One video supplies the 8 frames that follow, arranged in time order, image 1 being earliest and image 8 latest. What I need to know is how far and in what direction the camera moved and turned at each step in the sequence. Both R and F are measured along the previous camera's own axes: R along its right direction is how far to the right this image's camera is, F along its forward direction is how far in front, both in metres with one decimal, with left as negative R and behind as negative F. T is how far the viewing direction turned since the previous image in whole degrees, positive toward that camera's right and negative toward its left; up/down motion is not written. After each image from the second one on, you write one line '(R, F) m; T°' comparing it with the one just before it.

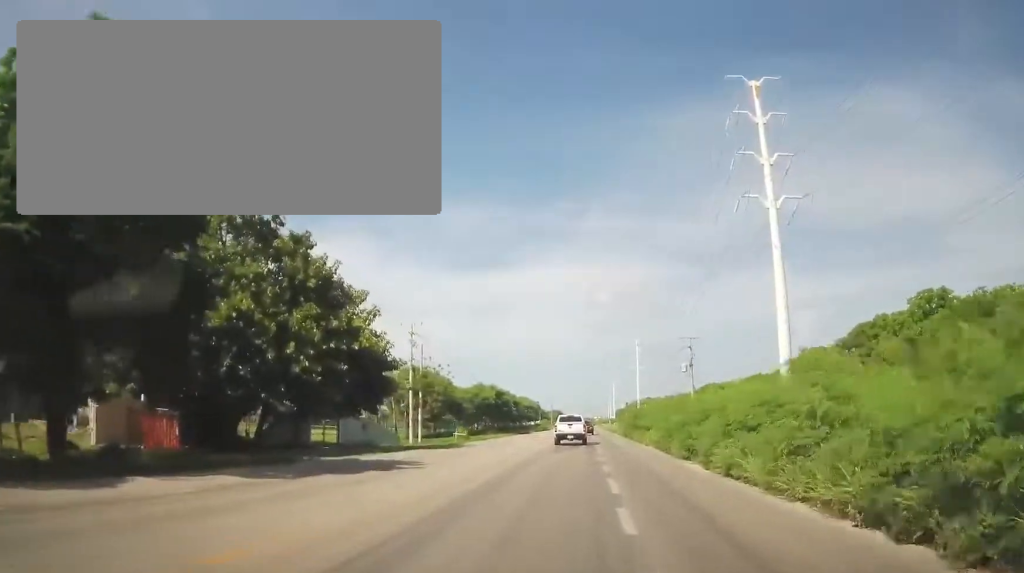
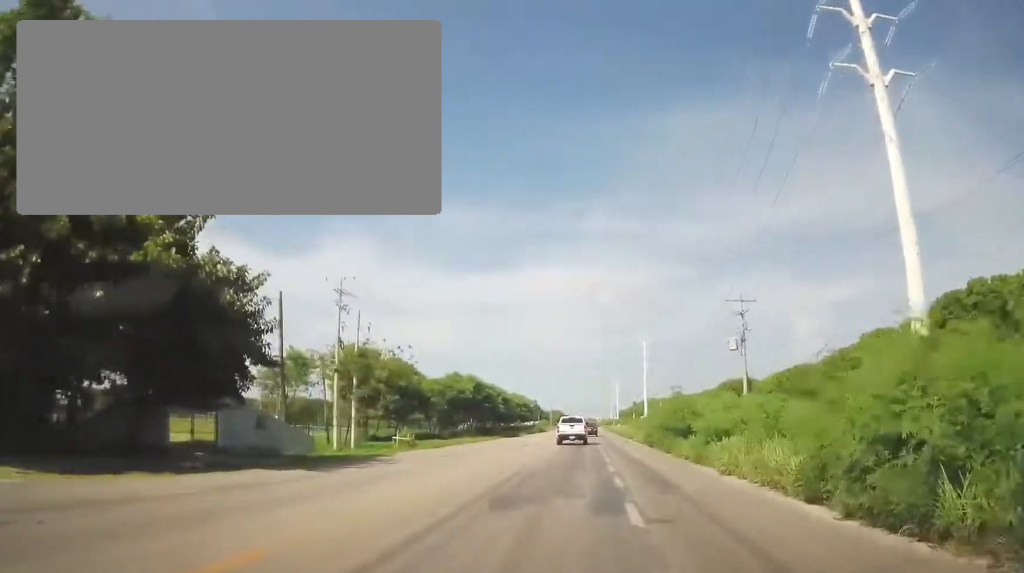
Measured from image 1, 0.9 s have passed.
(-0.2, +16.8) m; 0°
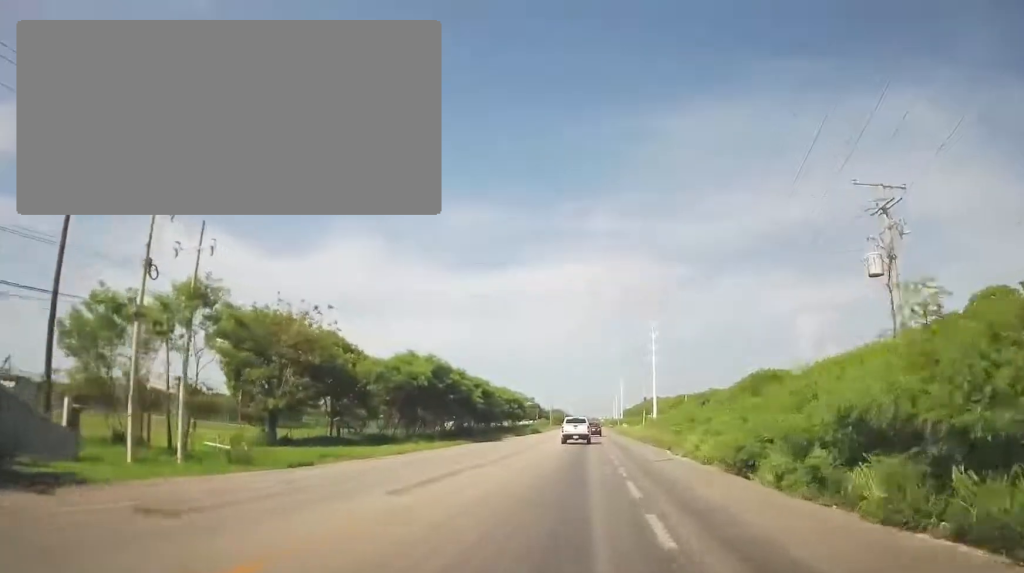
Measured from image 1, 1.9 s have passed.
(+0.1, +18.3) m; 0°
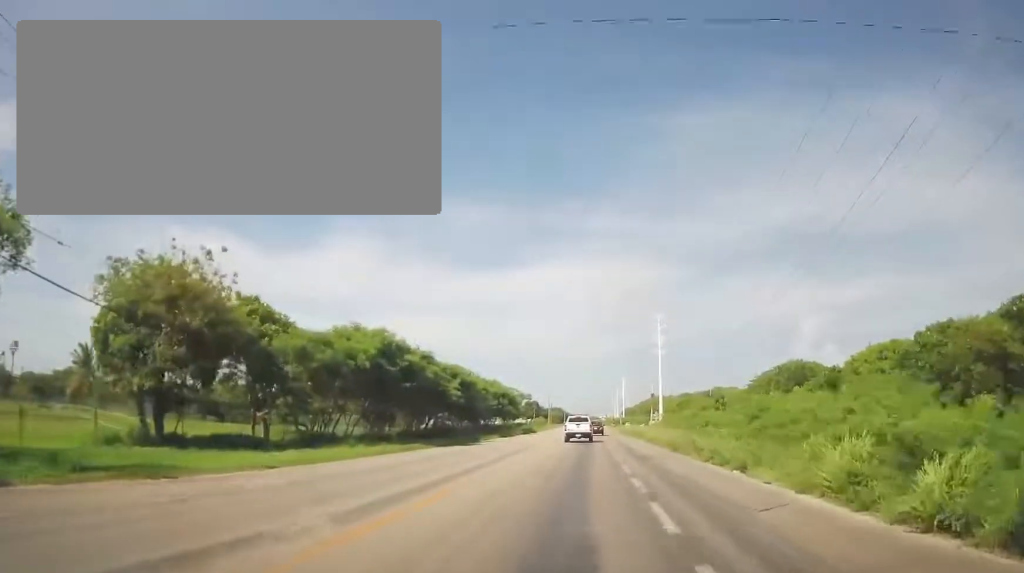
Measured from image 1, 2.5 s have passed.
(0.0, +12.1) m; 0°
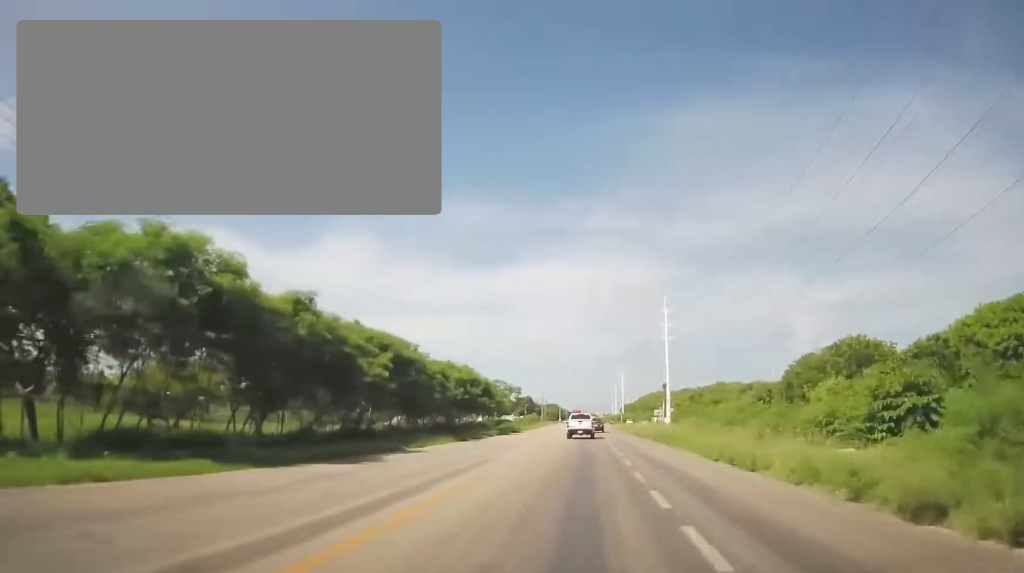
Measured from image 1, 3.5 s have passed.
(-0.2, +19.2) m; -1°
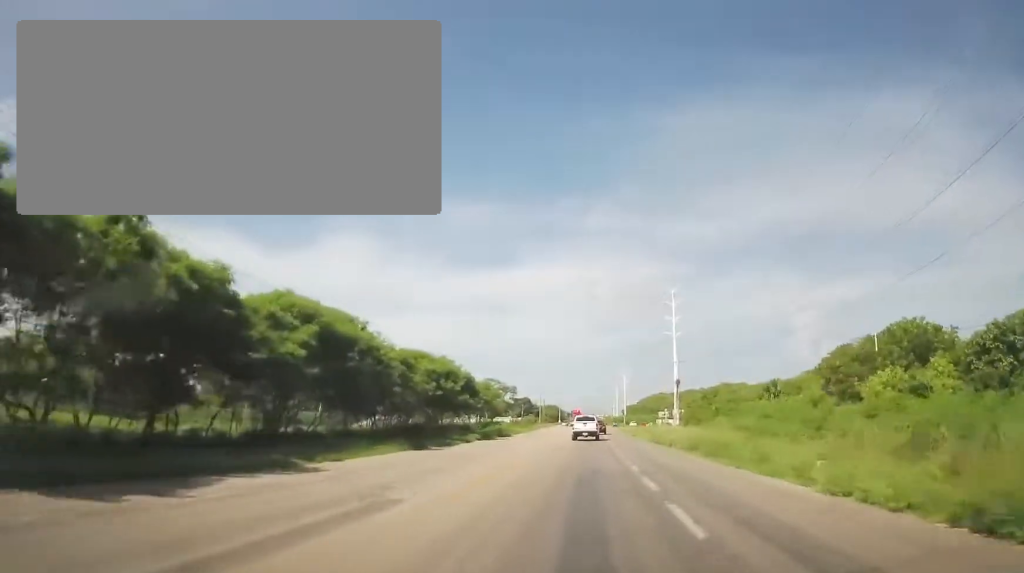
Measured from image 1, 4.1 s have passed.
(-0.2, +10.8) m; +1°
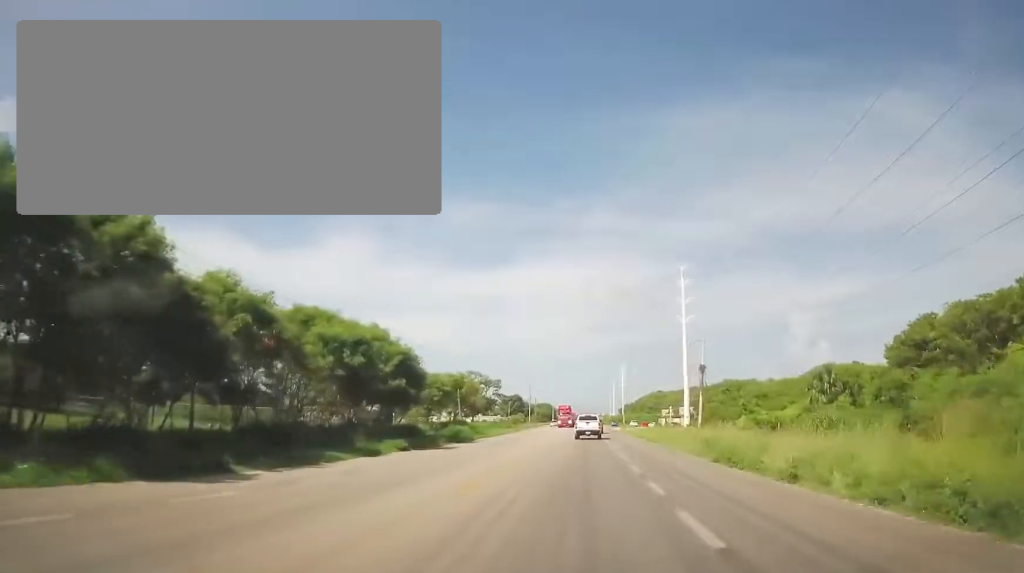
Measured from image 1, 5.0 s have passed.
(+0.6, +18.3) m; +2°
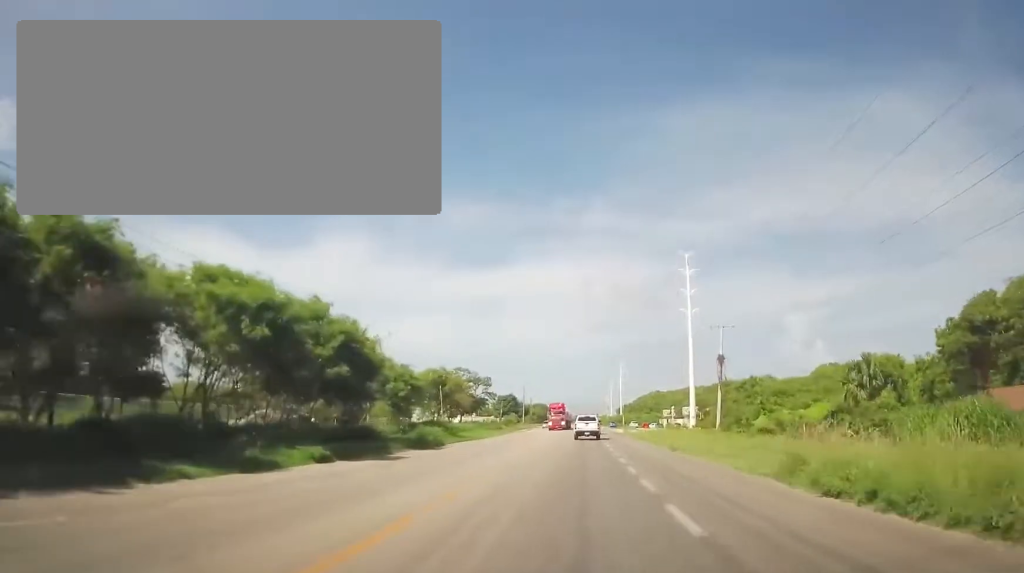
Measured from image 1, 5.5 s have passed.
(+0.1, +8.8) m; 0°
